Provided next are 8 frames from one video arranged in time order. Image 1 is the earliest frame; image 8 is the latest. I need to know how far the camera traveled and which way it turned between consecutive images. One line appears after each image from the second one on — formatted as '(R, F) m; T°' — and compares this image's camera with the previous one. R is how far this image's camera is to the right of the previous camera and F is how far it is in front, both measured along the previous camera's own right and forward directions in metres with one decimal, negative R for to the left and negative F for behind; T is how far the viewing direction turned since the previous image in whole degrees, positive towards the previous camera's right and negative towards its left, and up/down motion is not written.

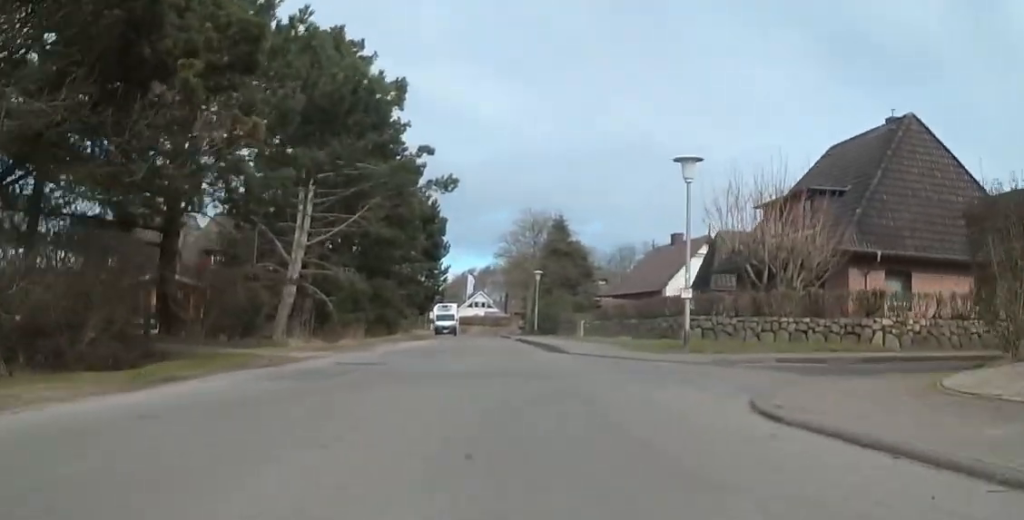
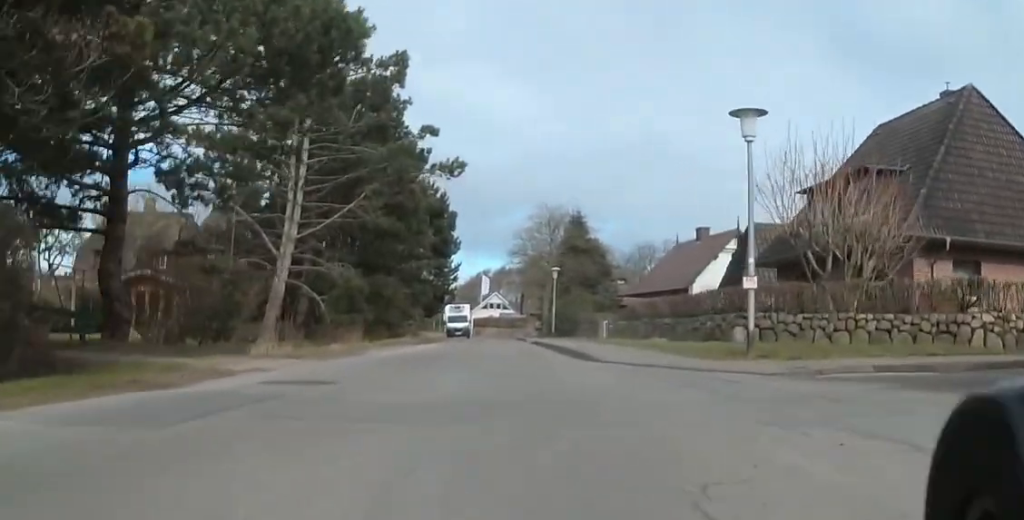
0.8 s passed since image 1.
(-0.8, +3.1) m; -1°
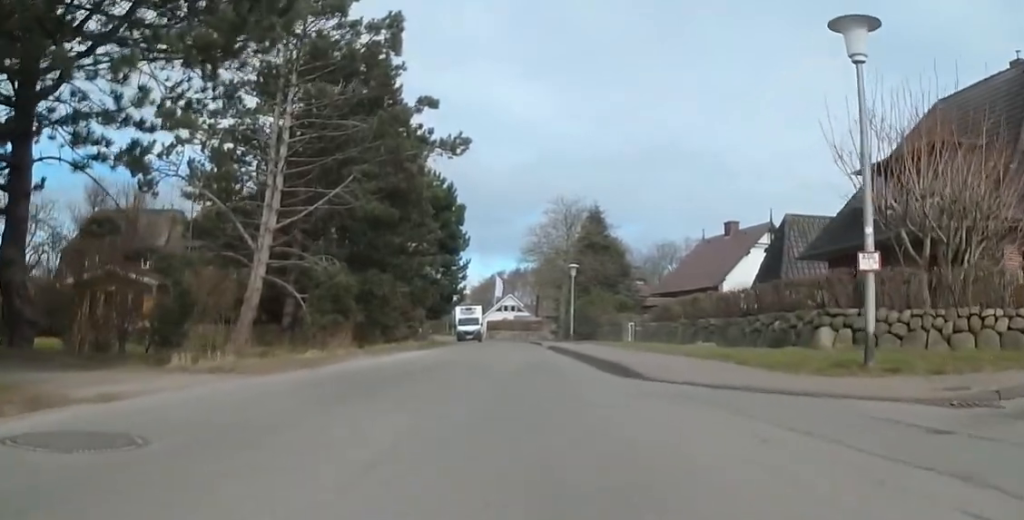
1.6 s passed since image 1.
(-0.1, +3.4) m; +5°
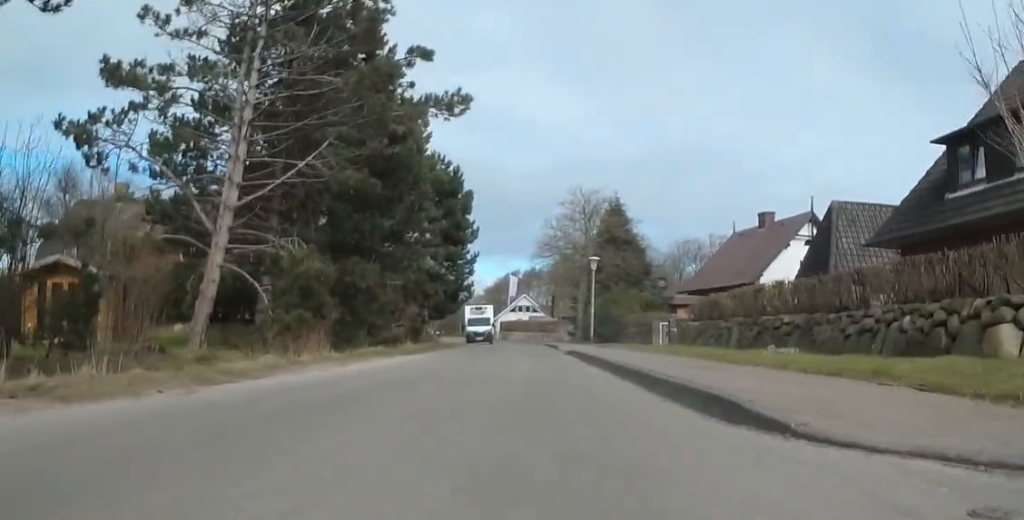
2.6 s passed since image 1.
(+0.6, +3.9) m; +11°
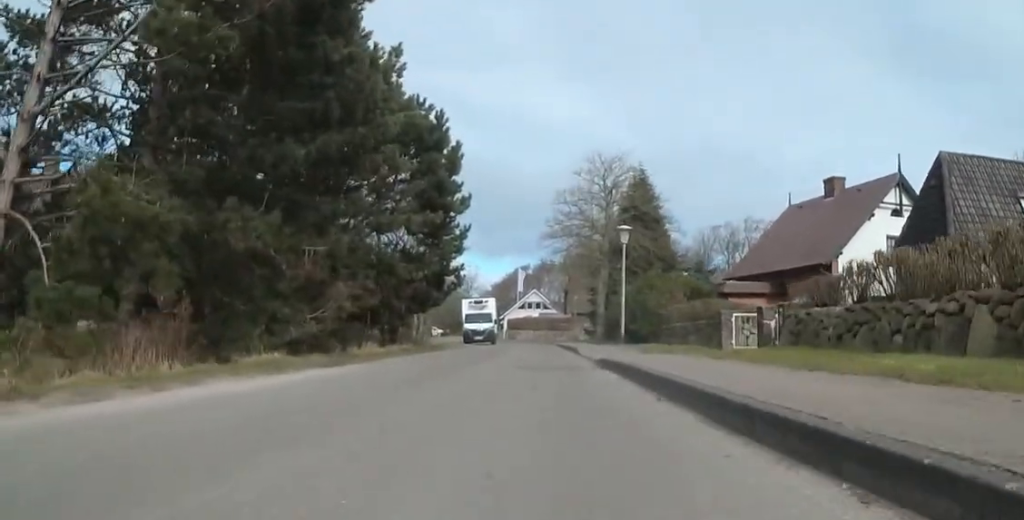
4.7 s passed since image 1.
(+0.2, +8.2) m; +2°
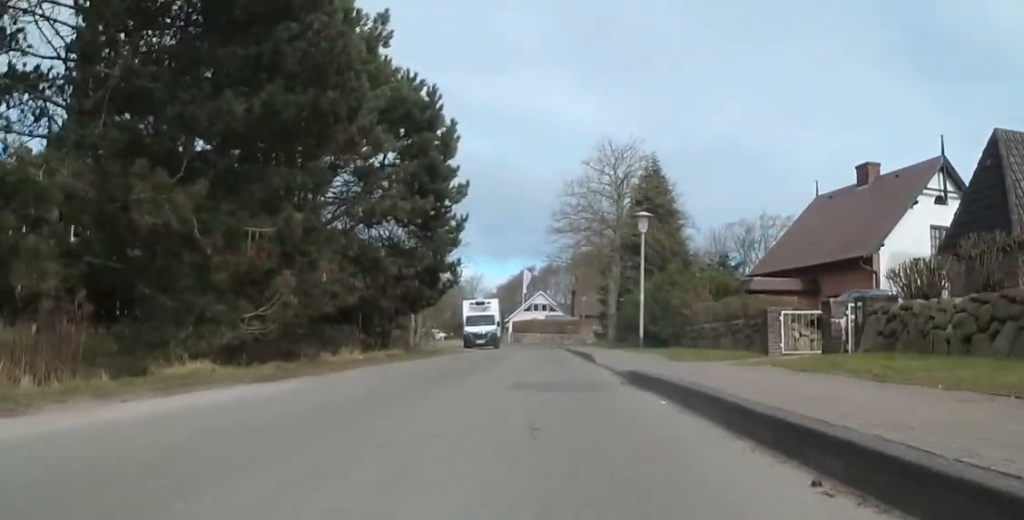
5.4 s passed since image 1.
(0.0, +3.1) m; 0°
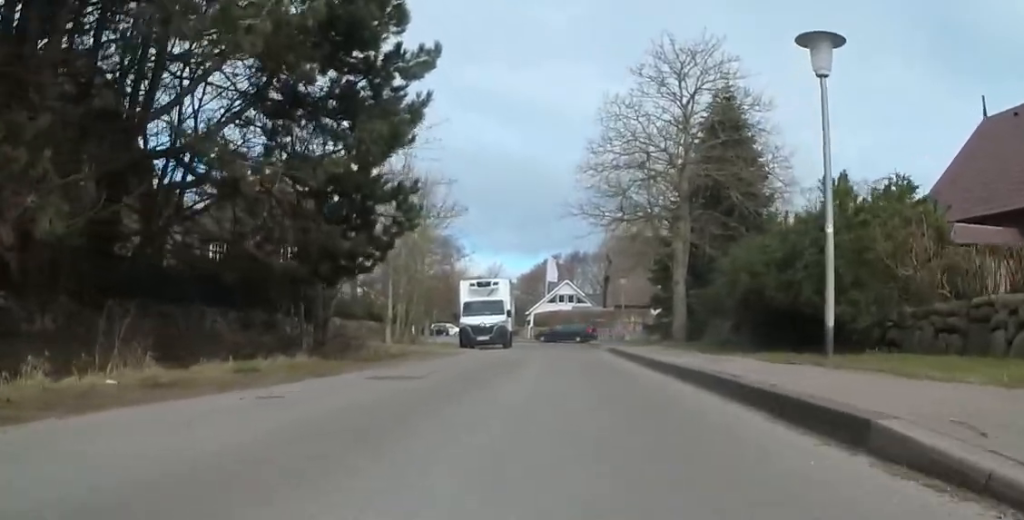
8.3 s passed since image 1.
(-2.0, +12.1) m; -16°
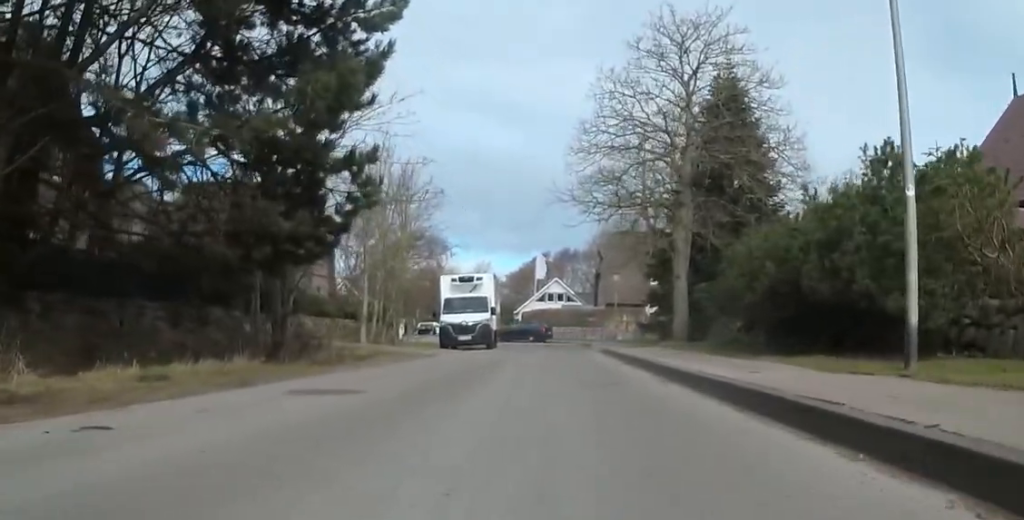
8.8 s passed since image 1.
(-0.3, +2.3) m; +2°
